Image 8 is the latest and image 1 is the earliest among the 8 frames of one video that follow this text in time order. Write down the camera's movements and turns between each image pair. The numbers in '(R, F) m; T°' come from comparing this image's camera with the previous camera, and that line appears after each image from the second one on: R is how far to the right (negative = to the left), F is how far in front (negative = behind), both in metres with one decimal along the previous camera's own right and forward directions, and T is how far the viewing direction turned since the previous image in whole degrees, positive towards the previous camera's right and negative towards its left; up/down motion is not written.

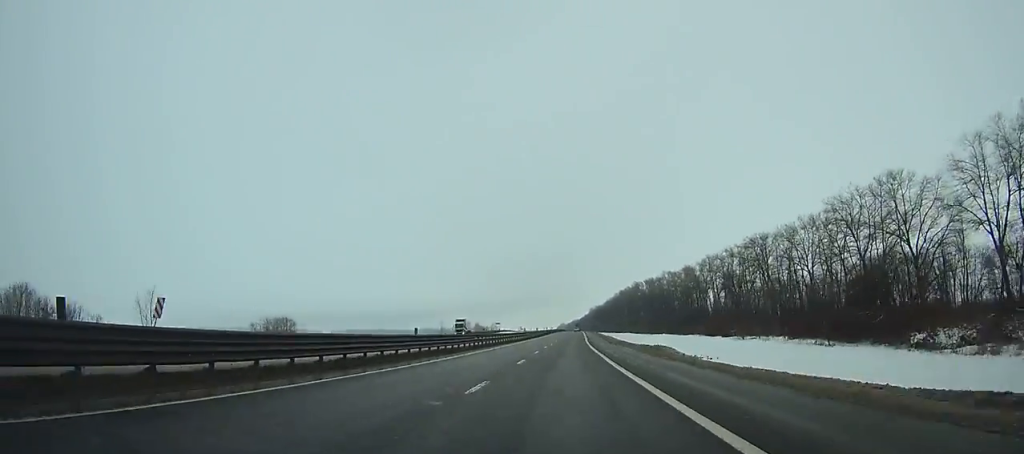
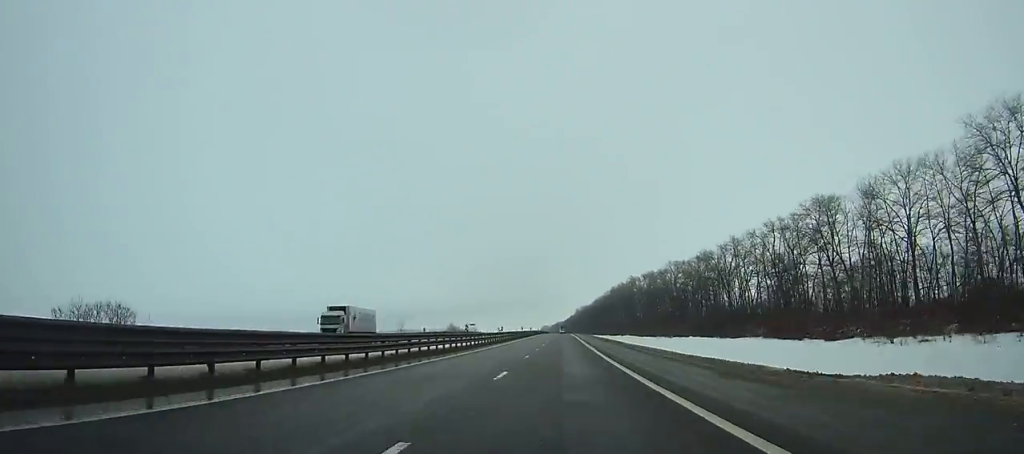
(+0.2, +43.7) m; +1°
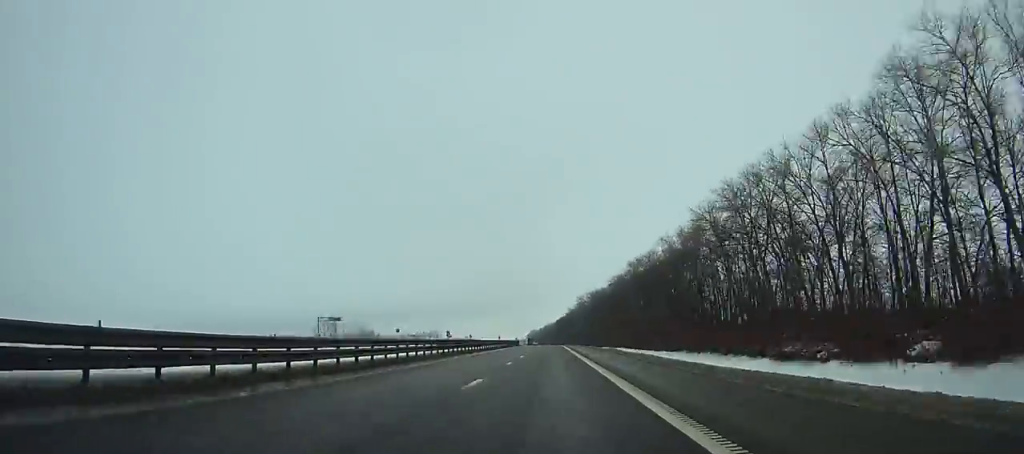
(+2.2, +205.8) m; 0°
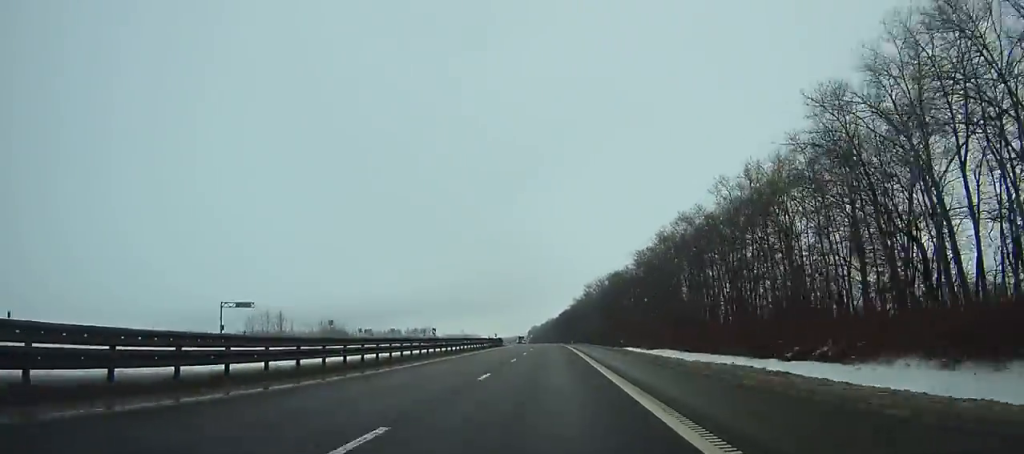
(+0.3, +44.2) m; 0°
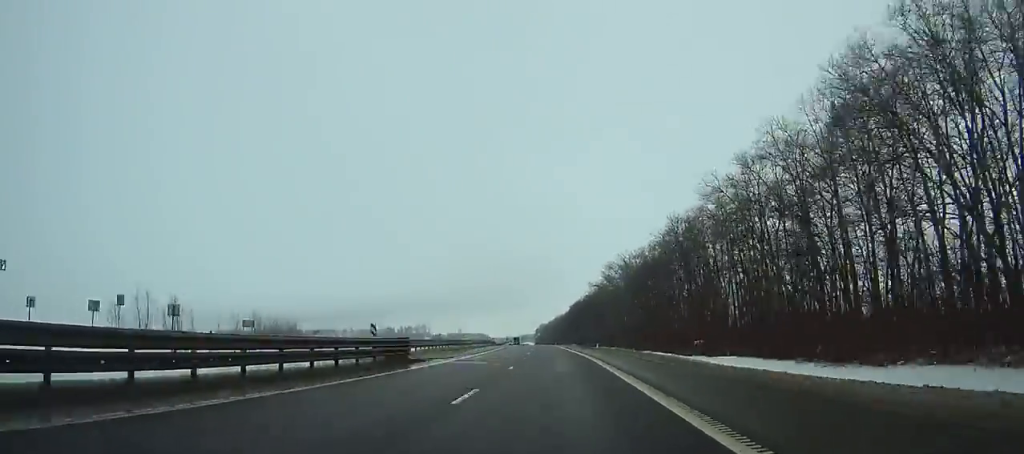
(-0.6, +53.7) m; -1°
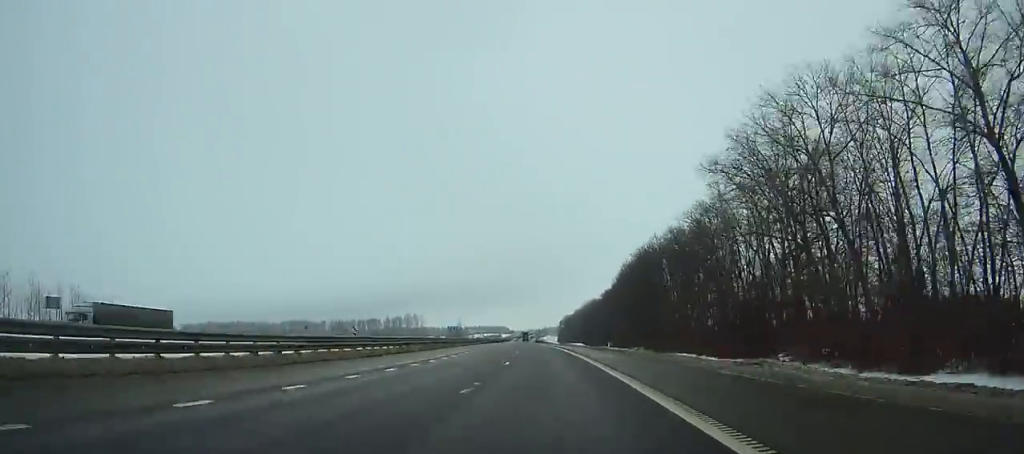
(-2.2, +107.5) m; -3°
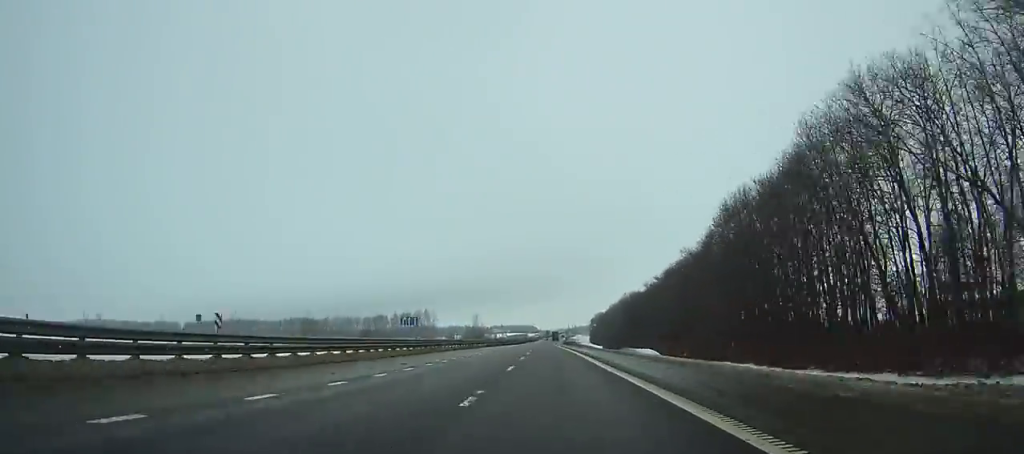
(-1.2, +51.6) m; -2°
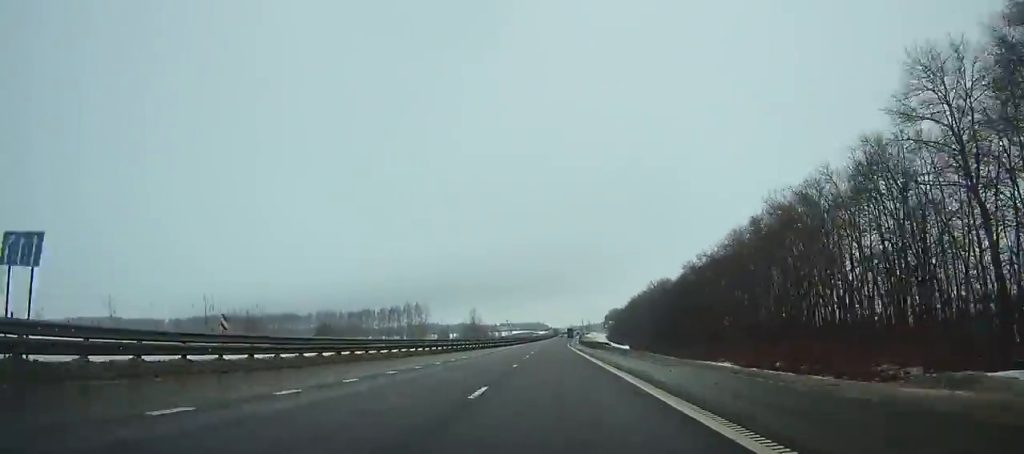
(-0.5, +47.0) m; 0°
